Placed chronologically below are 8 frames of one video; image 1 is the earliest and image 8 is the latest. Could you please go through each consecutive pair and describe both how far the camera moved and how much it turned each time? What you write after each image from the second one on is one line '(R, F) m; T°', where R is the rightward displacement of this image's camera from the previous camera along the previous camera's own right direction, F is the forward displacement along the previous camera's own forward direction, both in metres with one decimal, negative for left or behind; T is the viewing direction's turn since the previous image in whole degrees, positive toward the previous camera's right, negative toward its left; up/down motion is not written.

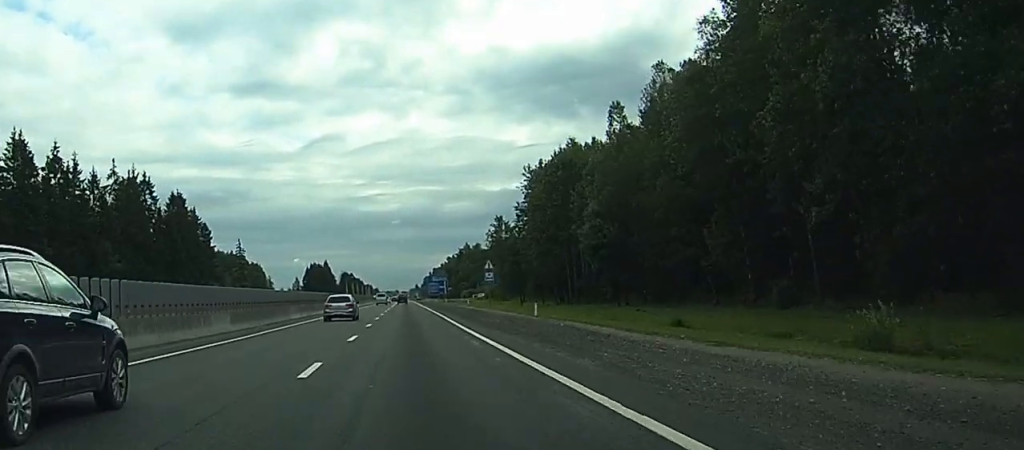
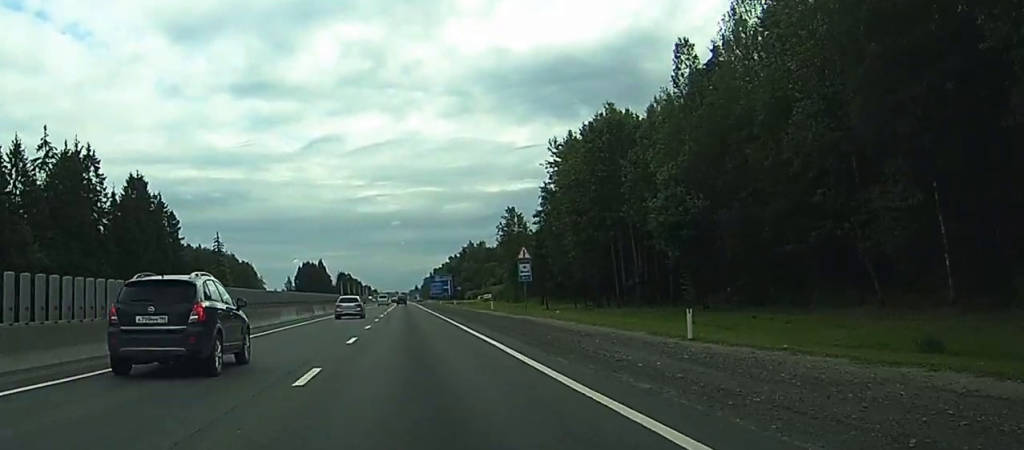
(0.0, +25.6) m; 0°
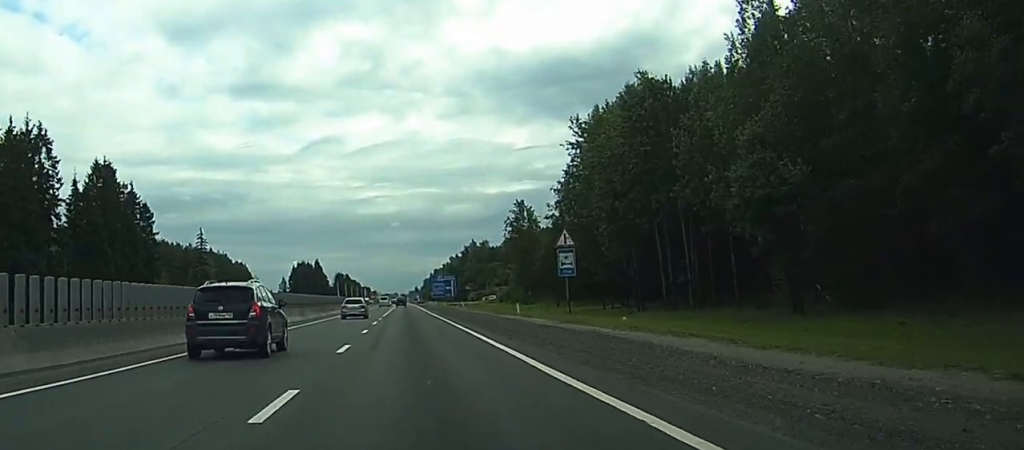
(0.0, +16.0) m; 0°
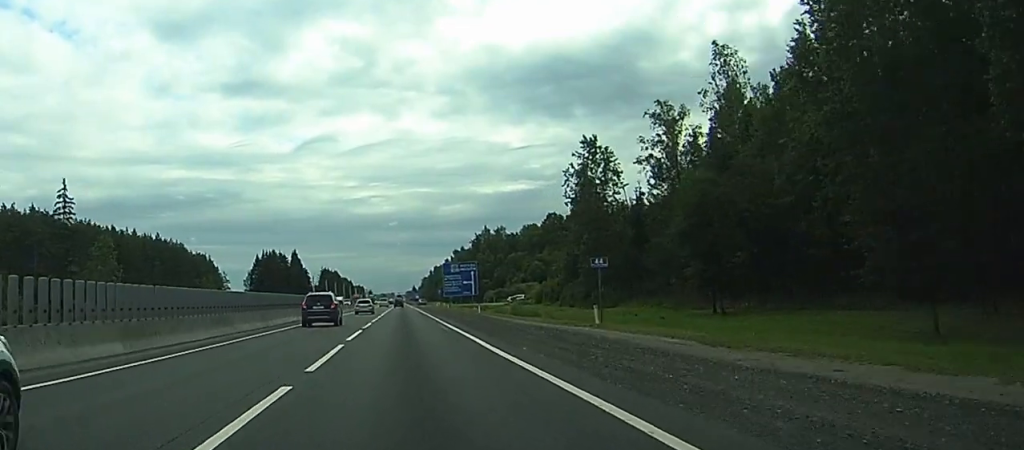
(+0.9, +72.3) m; -1°
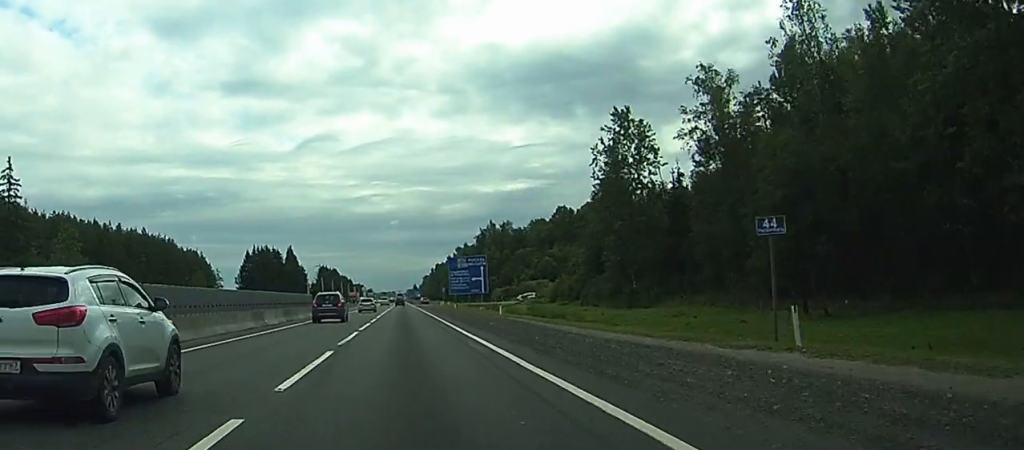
(-0.7, +15.7) m; -1°
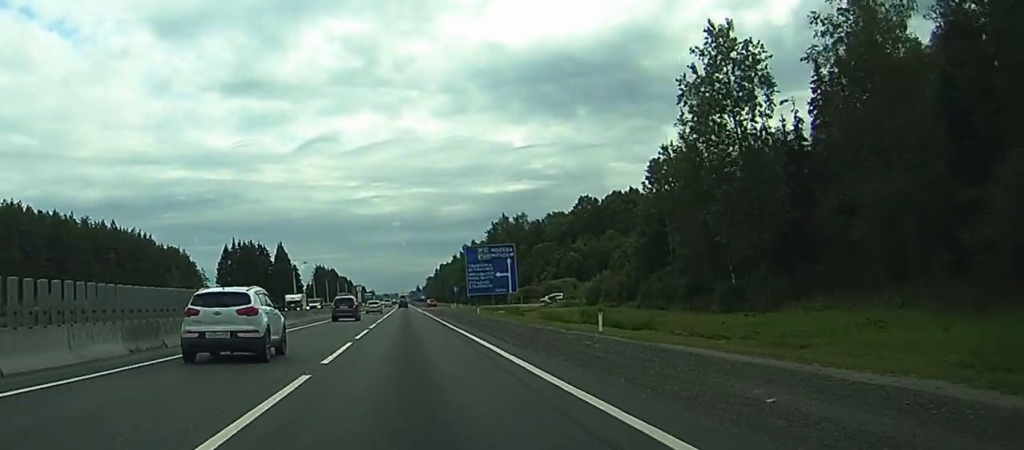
(-0.2, +29.6) m; +1°
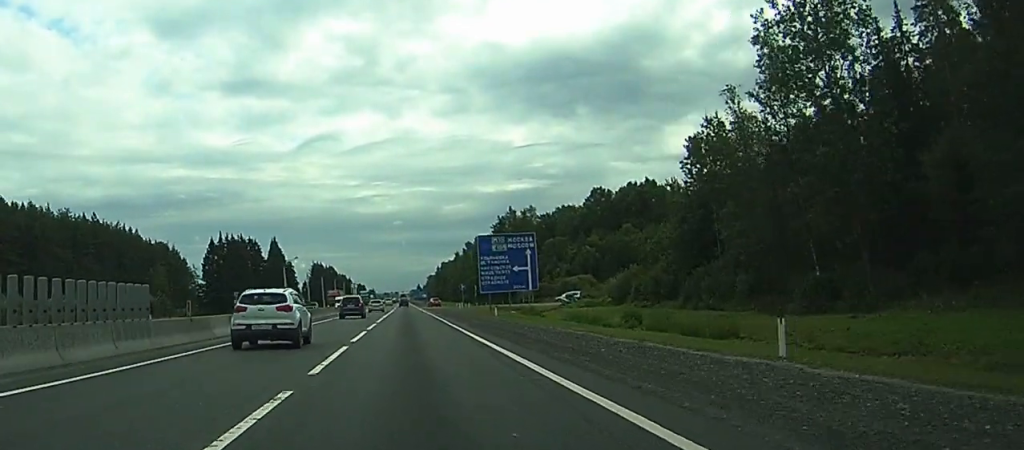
(+0.2, +14.7) m; +1°
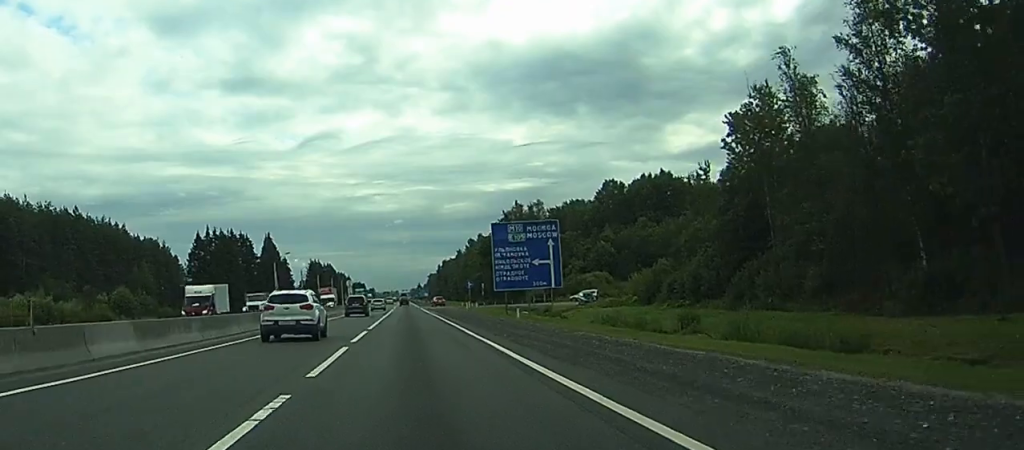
(+0.1, +12.4) m; 0°
